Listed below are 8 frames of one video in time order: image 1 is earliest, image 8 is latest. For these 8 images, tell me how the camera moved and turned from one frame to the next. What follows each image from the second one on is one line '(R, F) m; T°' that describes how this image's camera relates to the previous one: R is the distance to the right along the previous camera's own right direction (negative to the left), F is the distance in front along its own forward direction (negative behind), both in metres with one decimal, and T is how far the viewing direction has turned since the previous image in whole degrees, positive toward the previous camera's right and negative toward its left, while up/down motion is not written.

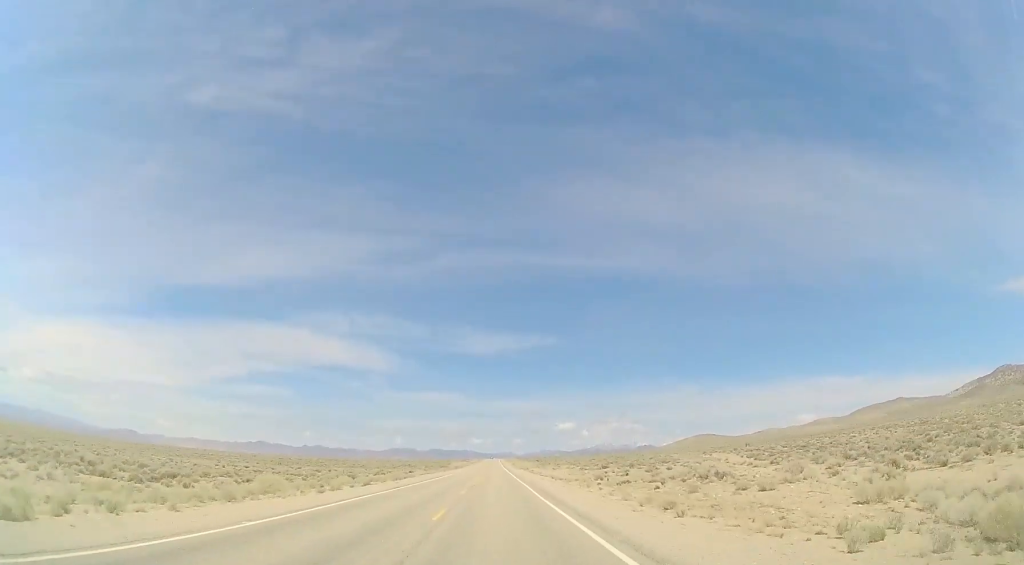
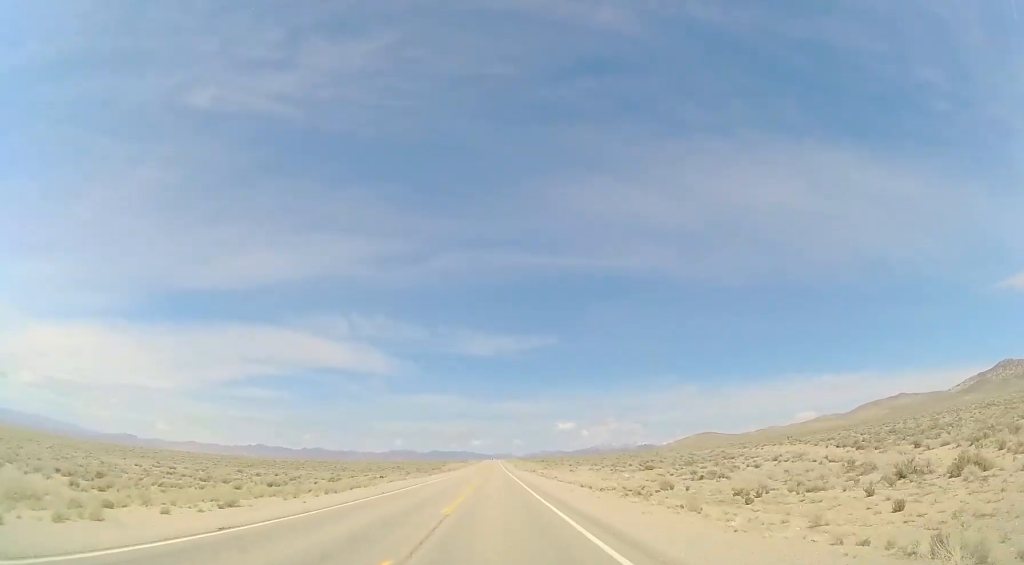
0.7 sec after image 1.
(+0.2, +21.5) m; 0°
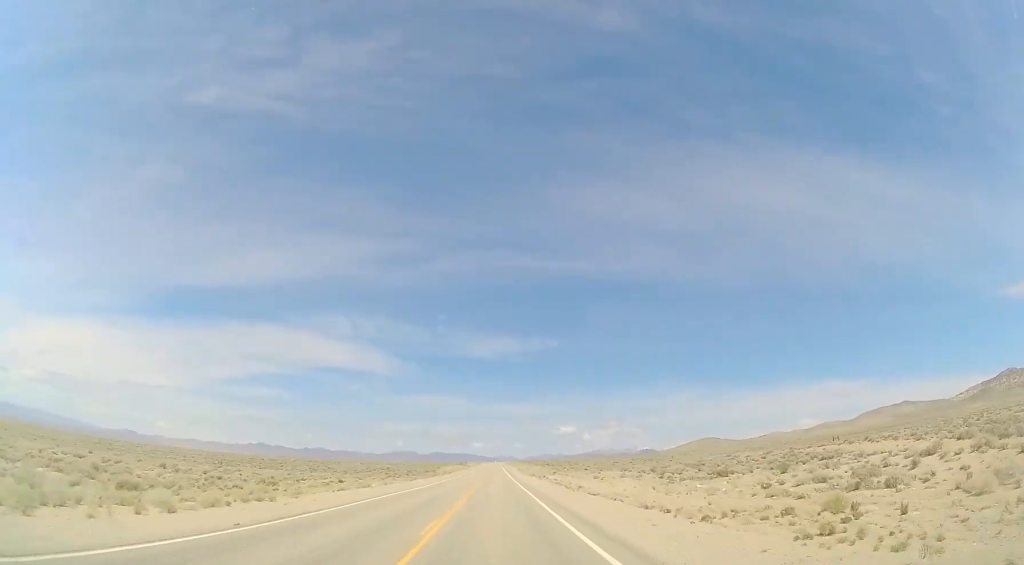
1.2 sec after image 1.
(+0.1, +17.2) m; 0°
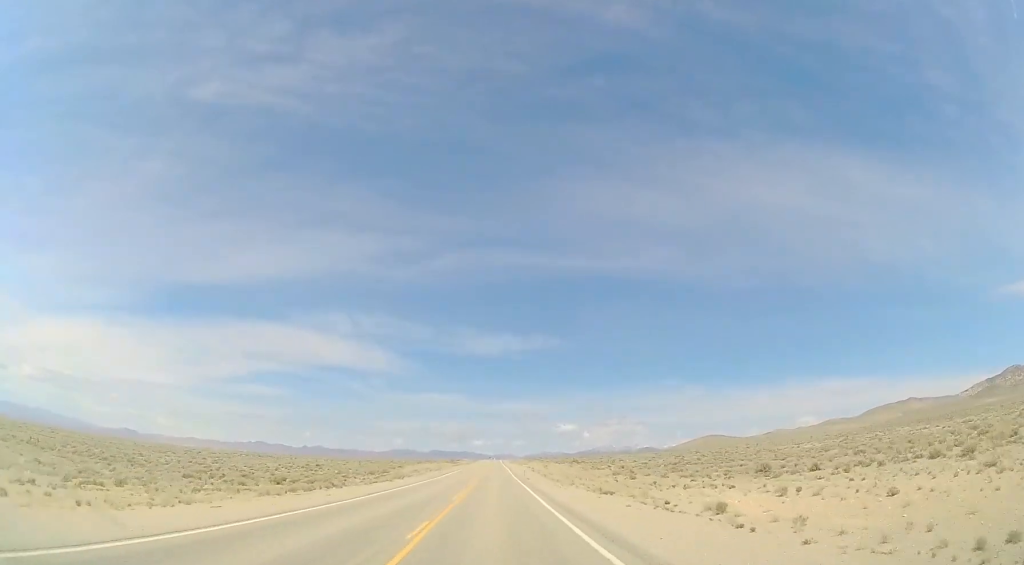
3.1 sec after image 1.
(-0.7, +62.1) m; 0°
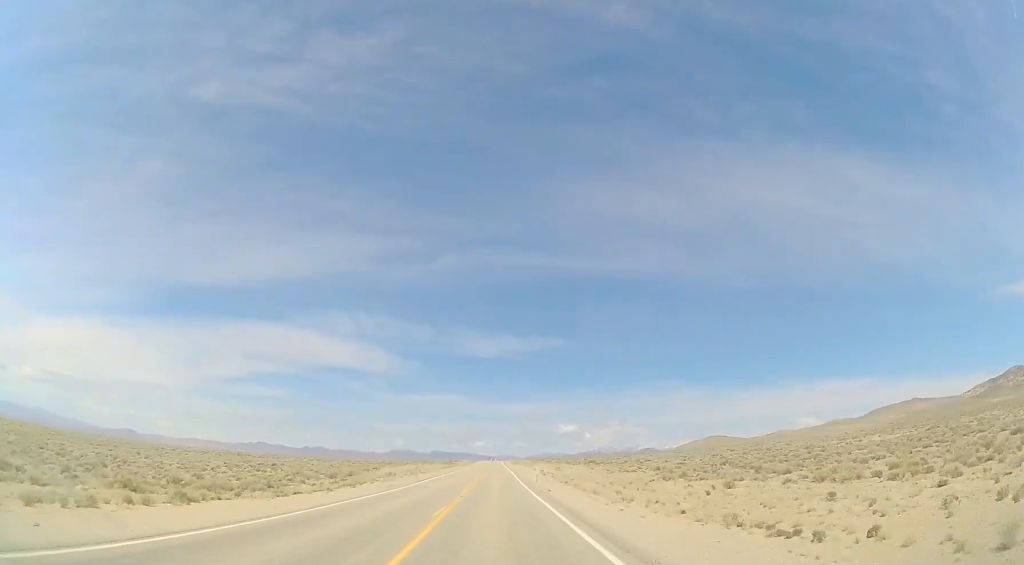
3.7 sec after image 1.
(+0.1, +19.8) m; 0°
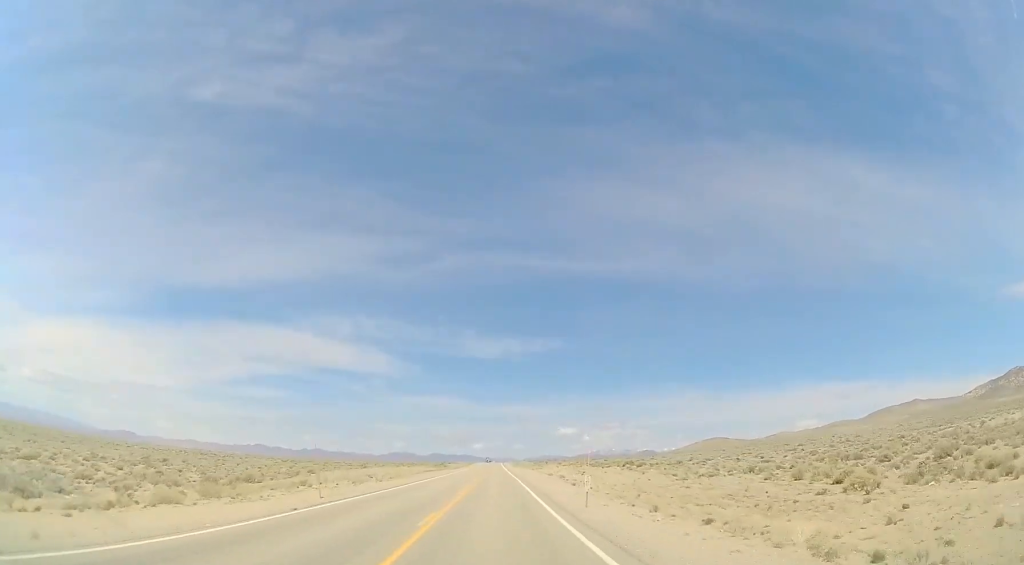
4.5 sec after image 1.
(-0.1, +27.4) m; -1°
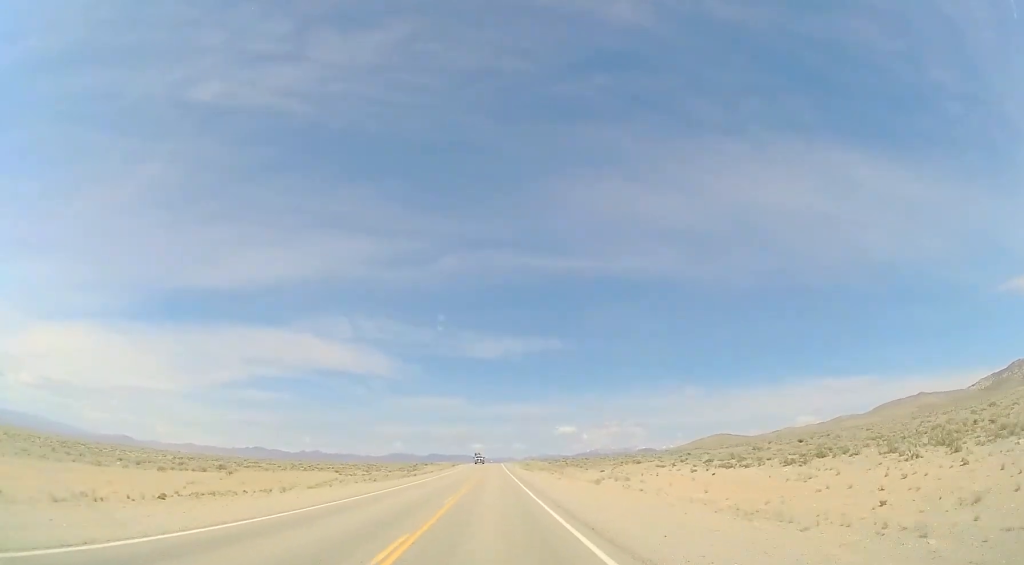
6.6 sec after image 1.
(-0.1, +67.4) m; +1°
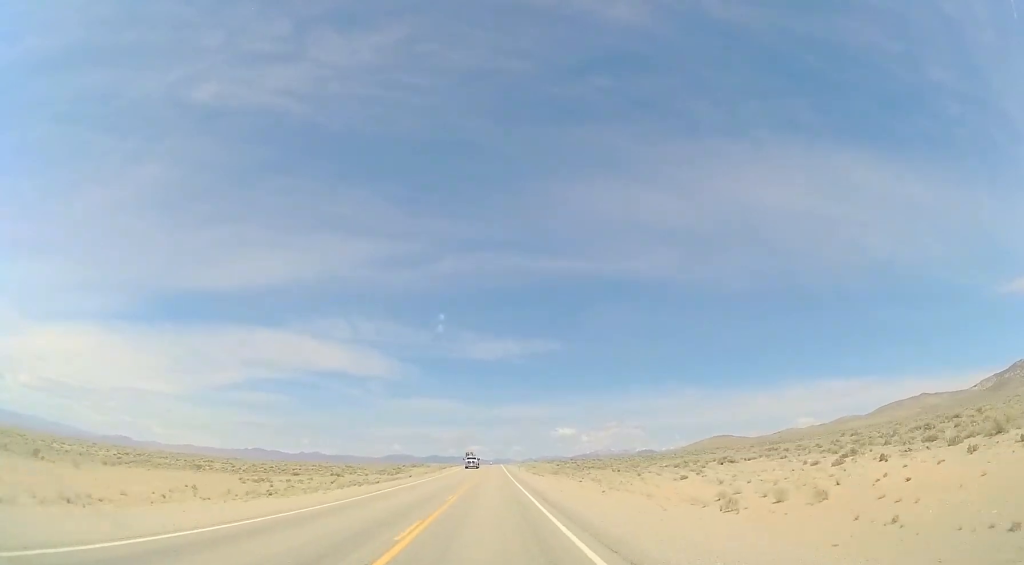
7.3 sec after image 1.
(+0.3, +21.5) m; 0°
